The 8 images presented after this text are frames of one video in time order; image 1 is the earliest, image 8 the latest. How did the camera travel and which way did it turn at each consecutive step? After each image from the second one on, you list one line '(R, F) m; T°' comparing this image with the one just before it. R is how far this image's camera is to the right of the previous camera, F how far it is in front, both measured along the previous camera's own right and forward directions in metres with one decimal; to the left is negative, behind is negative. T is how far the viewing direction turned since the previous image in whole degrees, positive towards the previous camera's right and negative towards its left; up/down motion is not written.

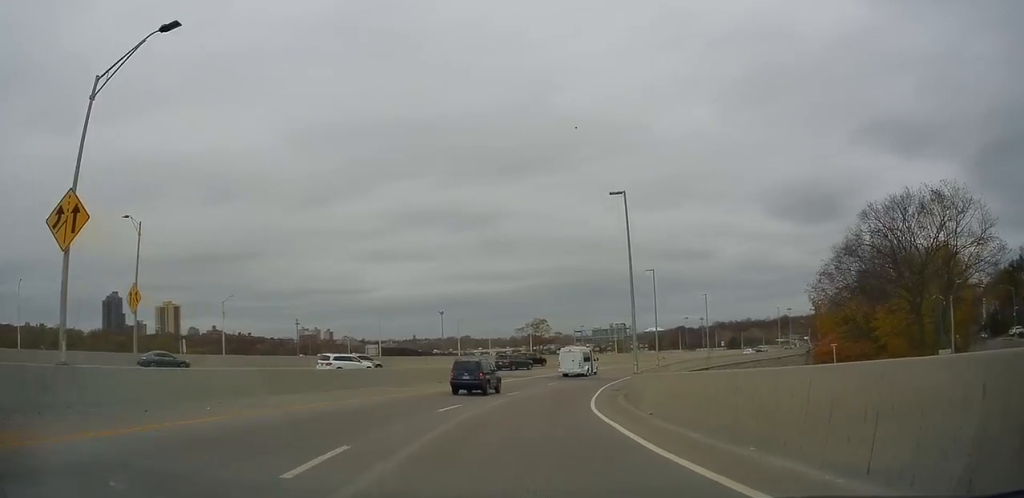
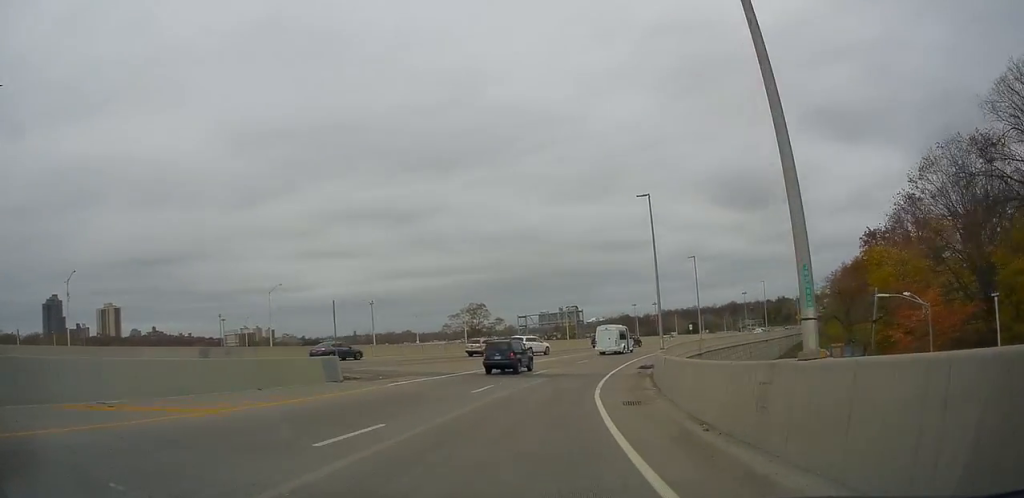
(-1.4, +21.6) m; -3°
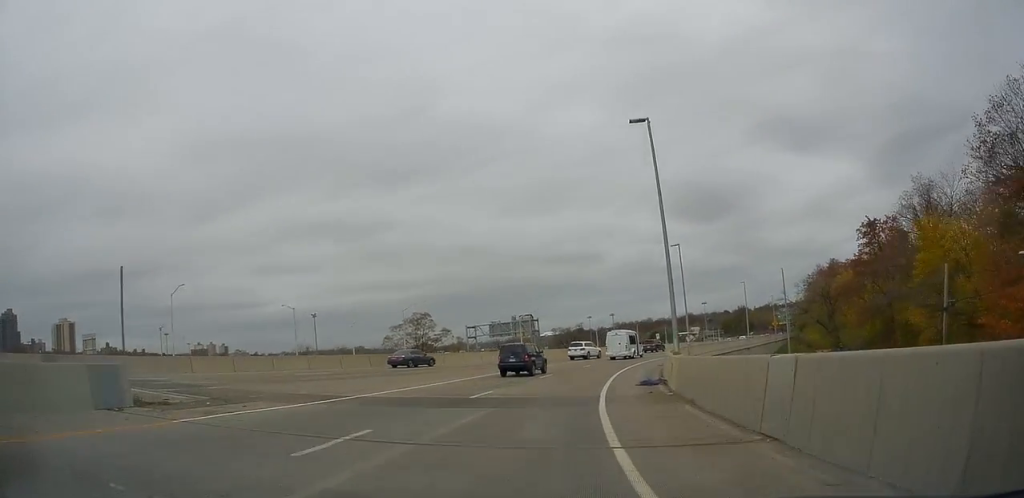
(+0.2, +12.0) m; +3°
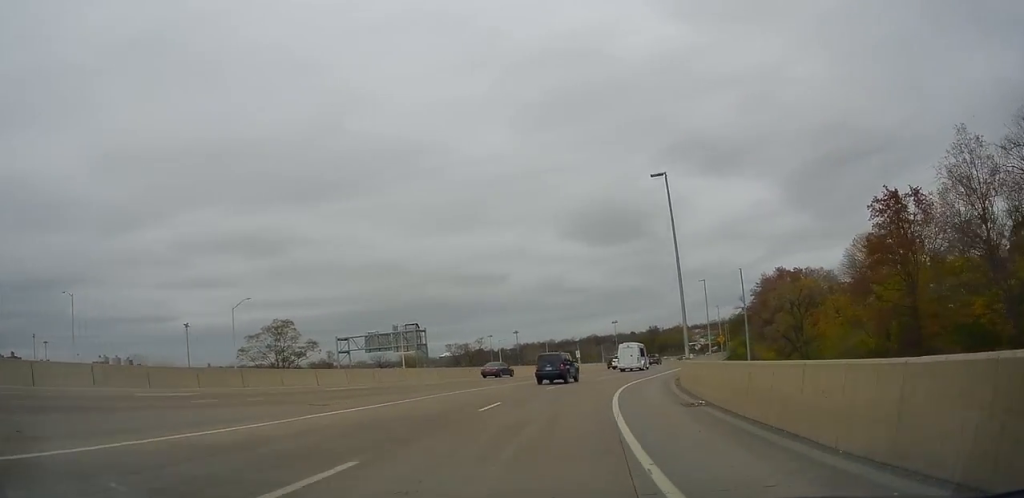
(+1.9, +24.4) m; +10°
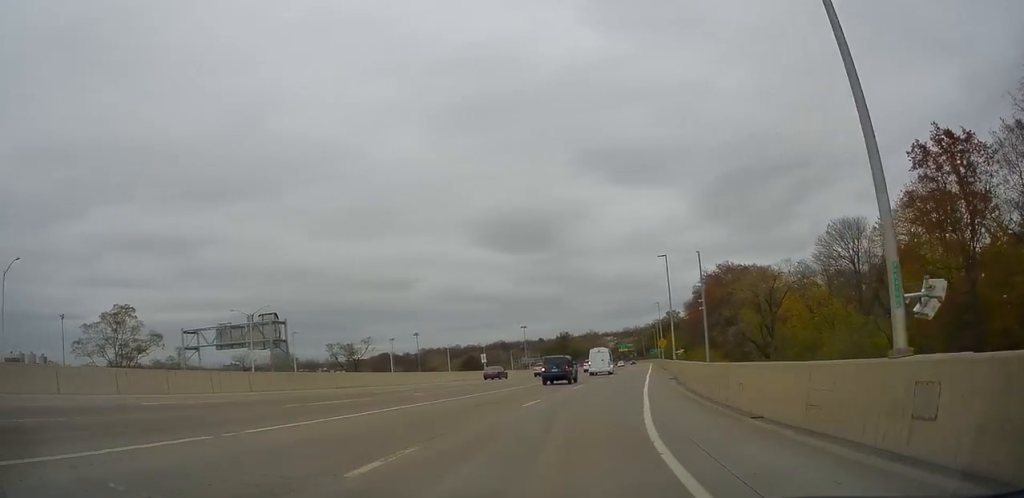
(+1.9, +21.6) m; +9°
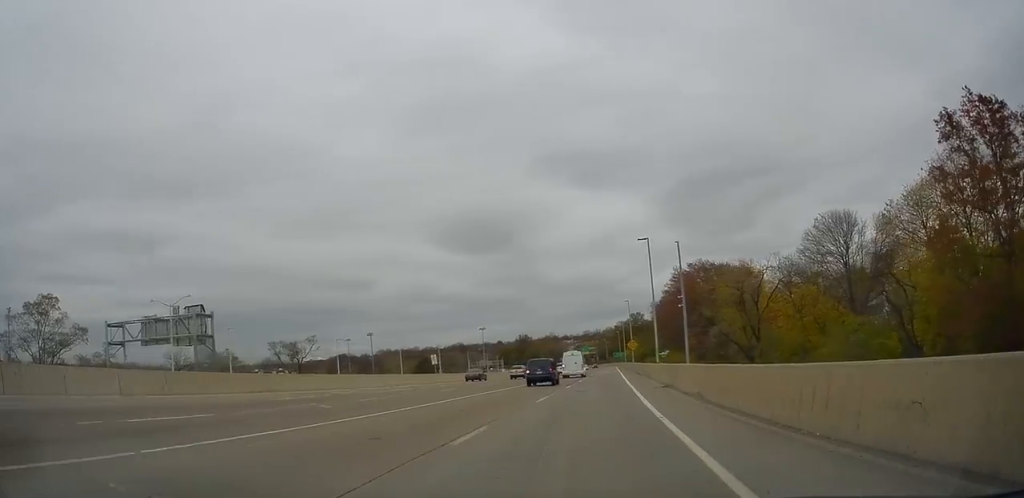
(+0.4, +8.3) m; +3°
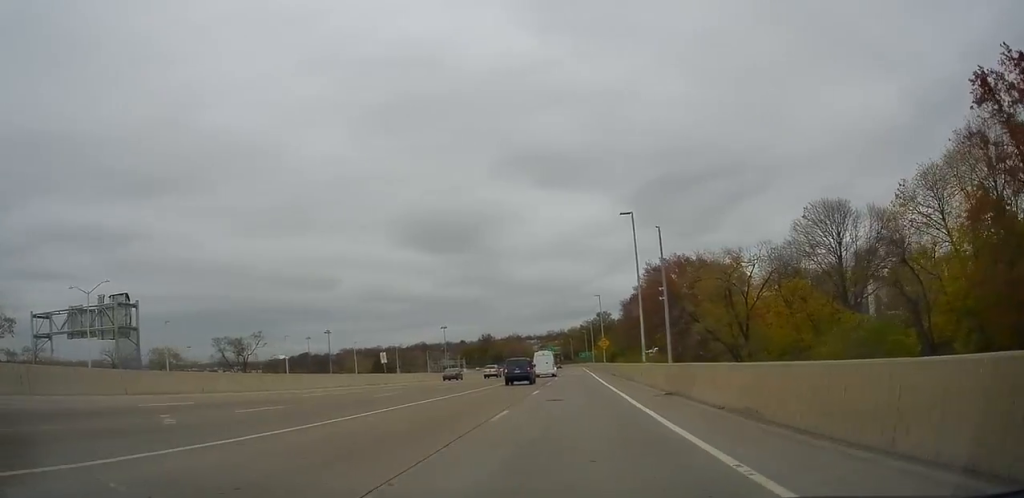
(0.0, +7.4) m; +3°
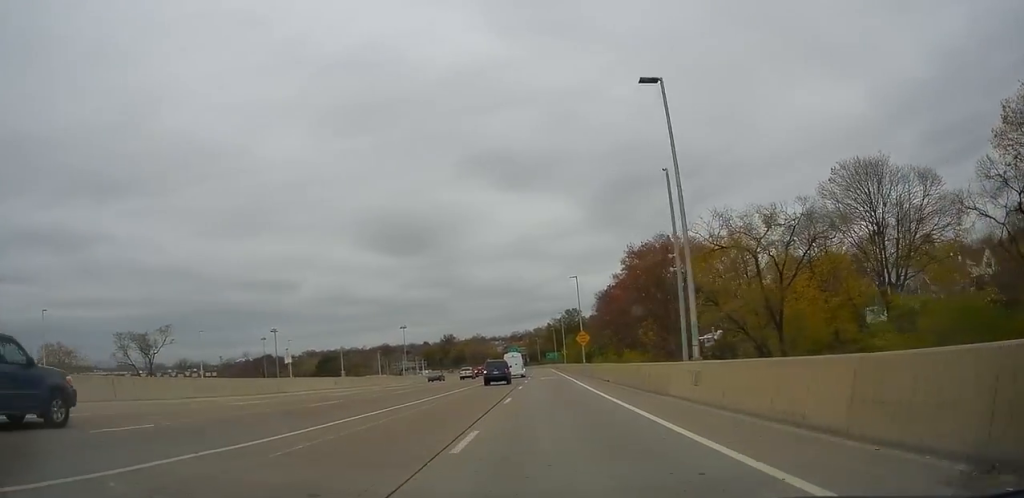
(+0.9, +16.6) m; +8°
